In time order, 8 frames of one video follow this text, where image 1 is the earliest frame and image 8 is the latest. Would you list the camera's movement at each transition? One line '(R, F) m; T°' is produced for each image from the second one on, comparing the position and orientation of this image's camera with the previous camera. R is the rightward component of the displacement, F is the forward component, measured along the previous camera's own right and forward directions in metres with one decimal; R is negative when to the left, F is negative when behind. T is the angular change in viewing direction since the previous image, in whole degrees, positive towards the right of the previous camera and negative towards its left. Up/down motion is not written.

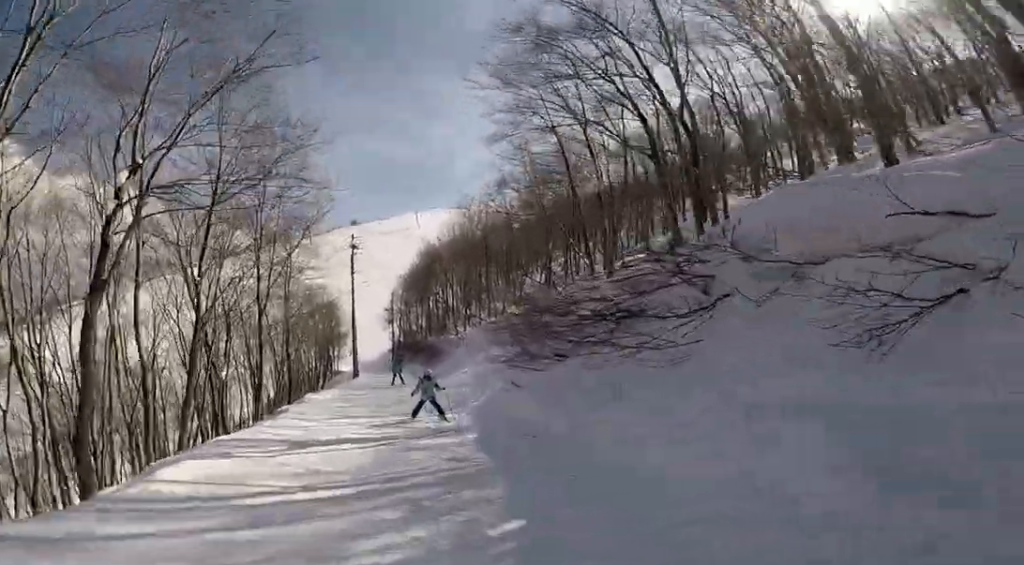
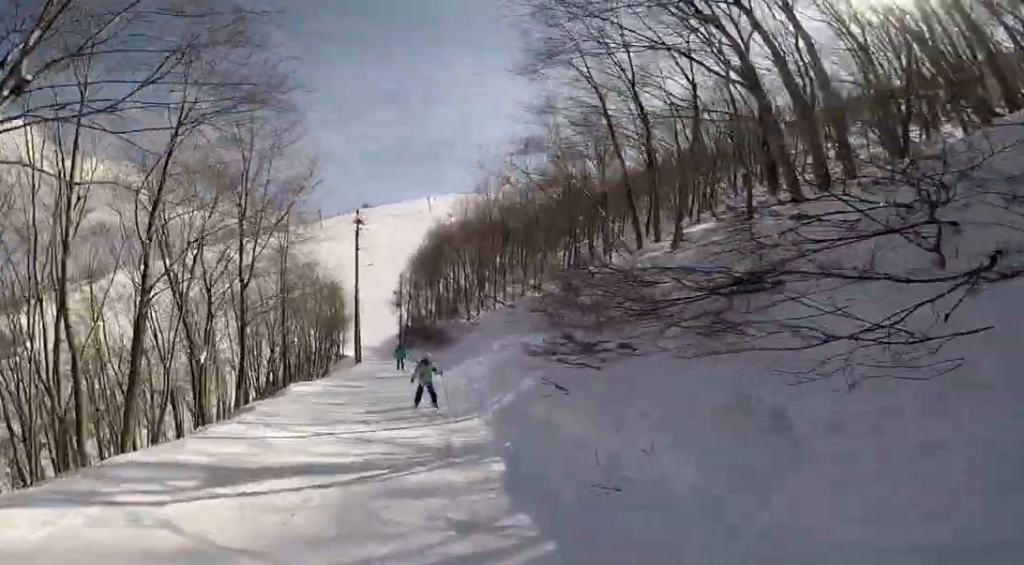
(+0.6, +2.9) m; +1°
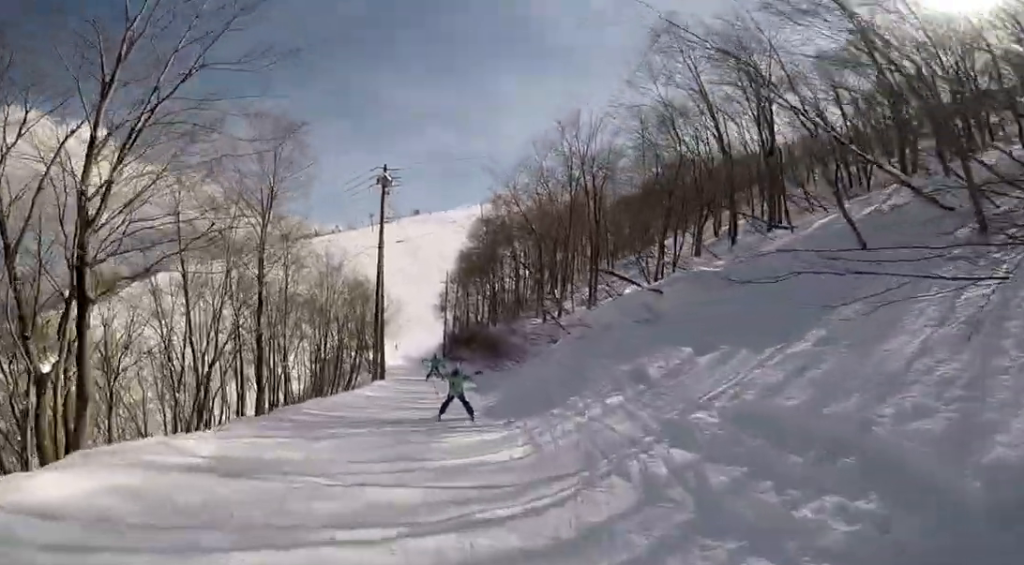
(-1.5, +10.7) m; -12°
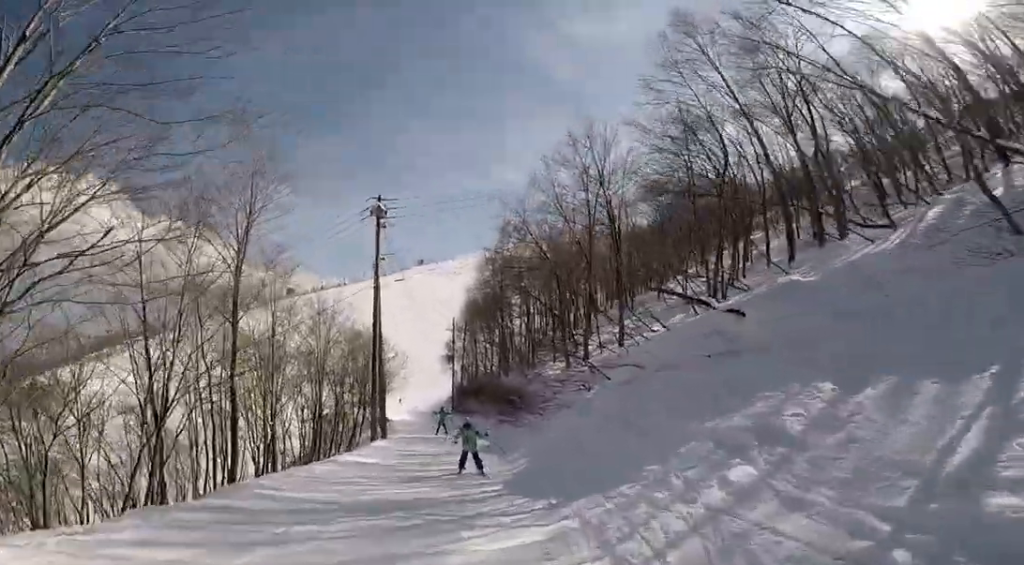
(+0.1, +3.0) m; -2°
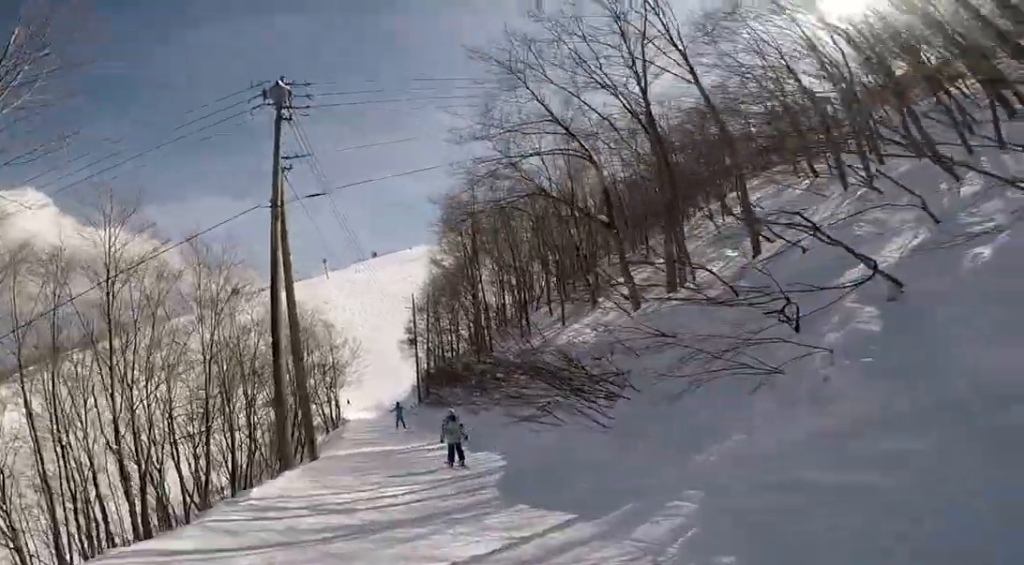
(-0.7, +9.1) m; -4°
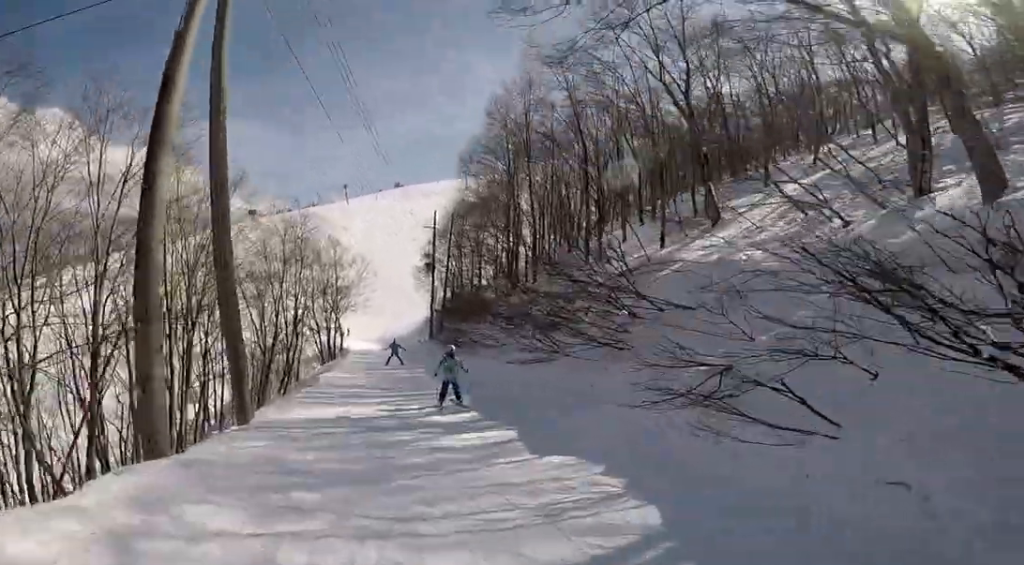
(0.0, +6.0) m; +1°
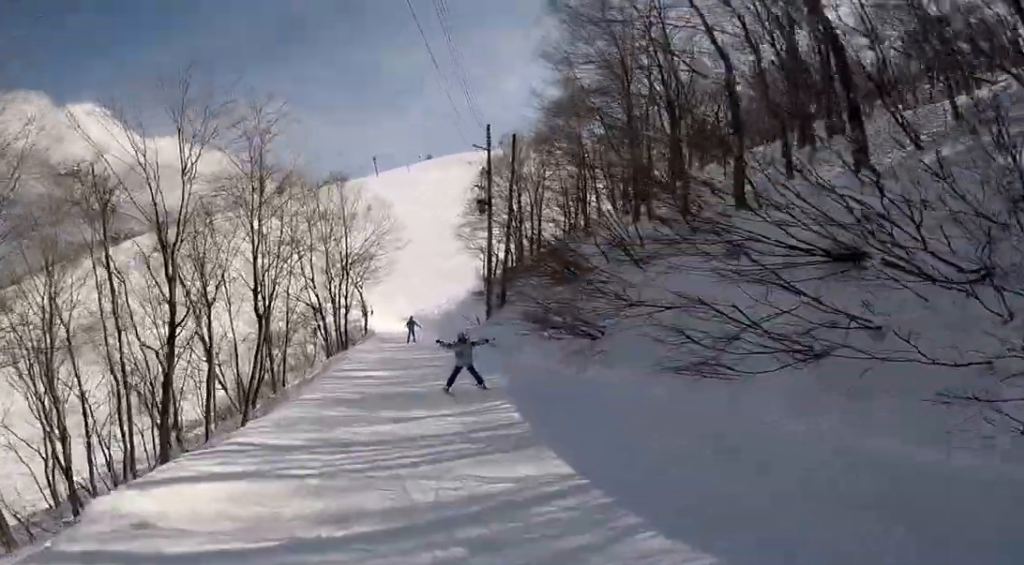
(+0.4, +12.5) m; +1°
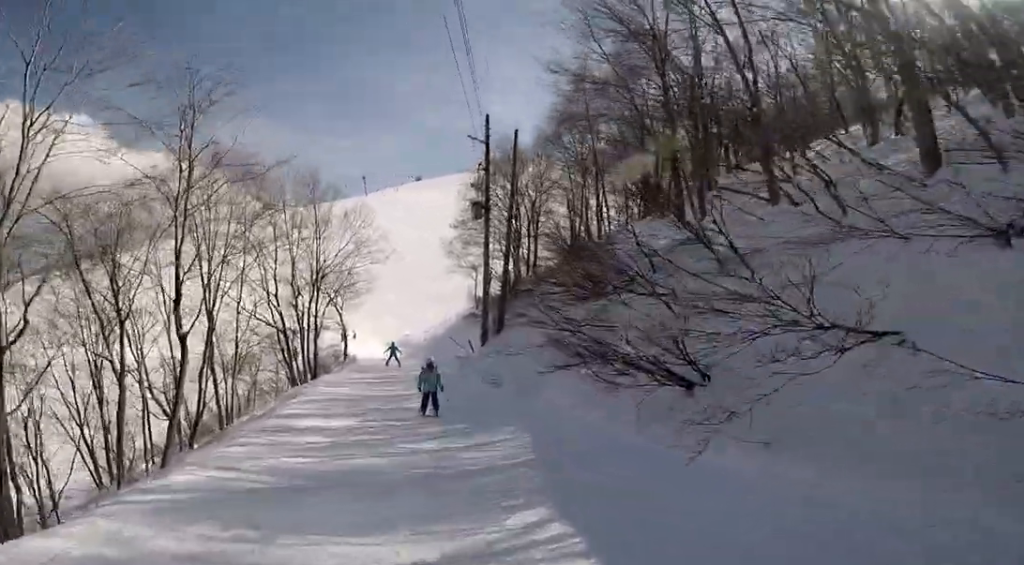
(+0.3, +4.3) m; -4°
